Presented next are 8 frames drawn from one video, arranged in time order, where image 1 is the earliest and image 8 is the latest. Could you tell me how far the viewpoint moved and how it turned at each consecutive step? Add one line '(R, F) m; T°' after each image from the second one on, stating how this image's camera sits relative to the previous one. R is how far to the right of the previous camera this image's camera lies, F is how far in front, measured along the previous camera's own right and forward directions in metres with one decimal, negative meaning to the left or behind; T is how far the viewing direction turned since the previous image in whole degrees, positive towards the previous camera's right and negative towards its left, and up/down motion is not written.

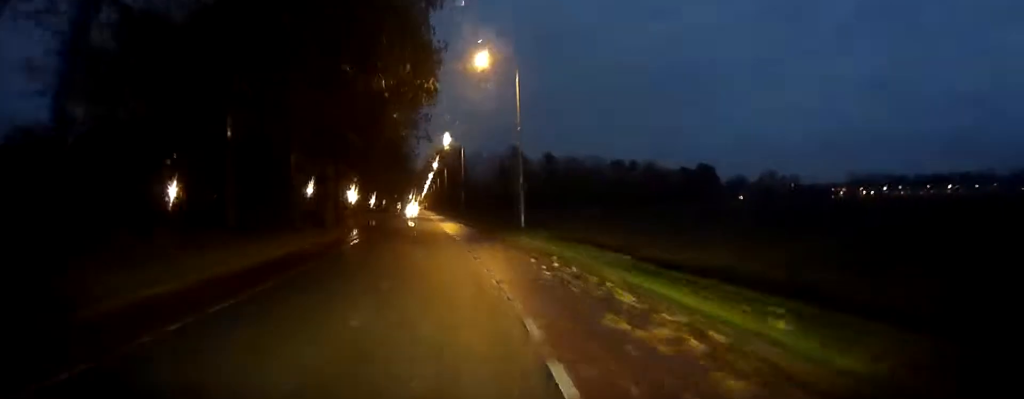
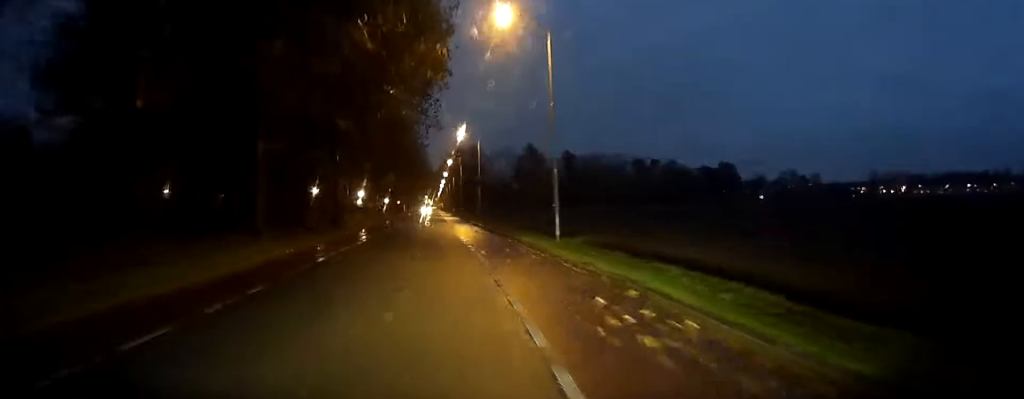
(-0.1, +6.3) m; -2°
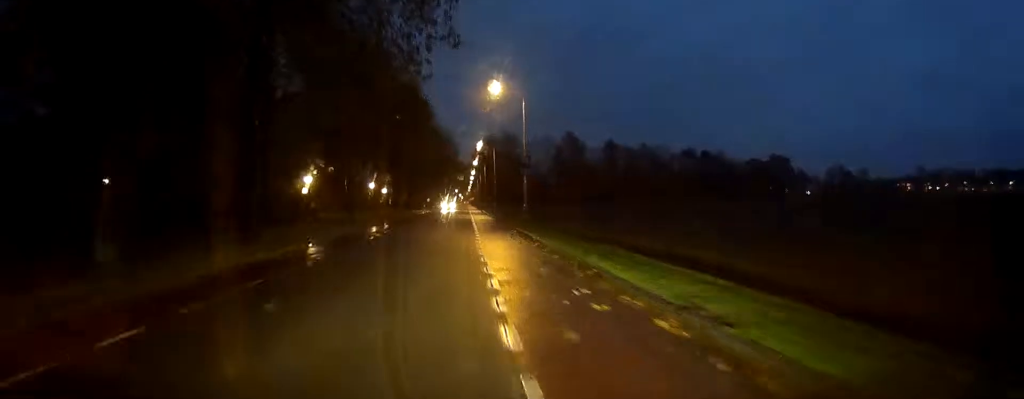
(-0.7, +20.6) m; -2°
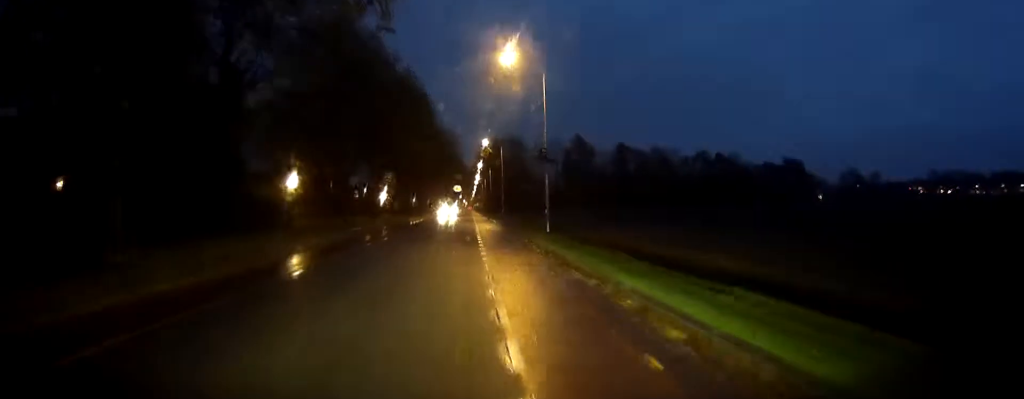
(0.0, +8.7) m; 0°
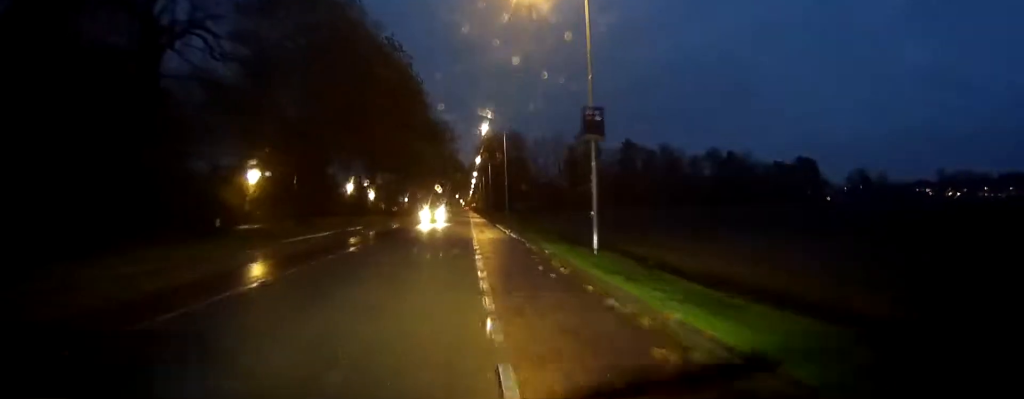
(+0.1, +11.1) m; +1°
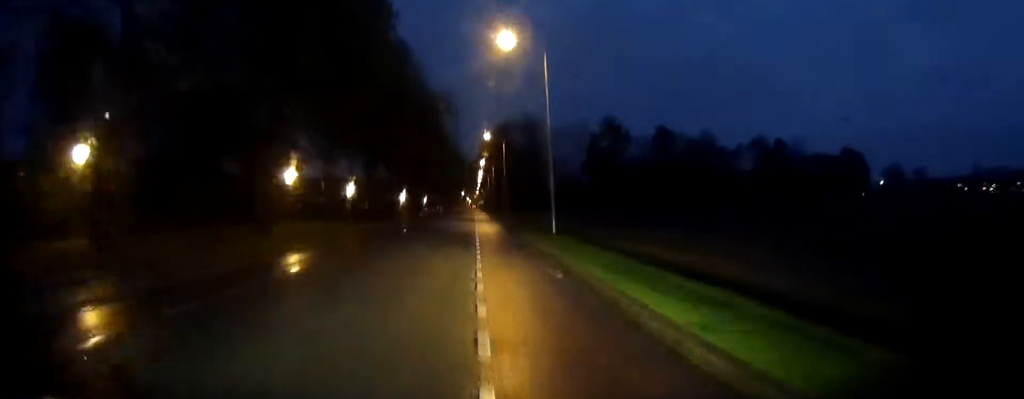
(+0.5, +27.8) m; +1°
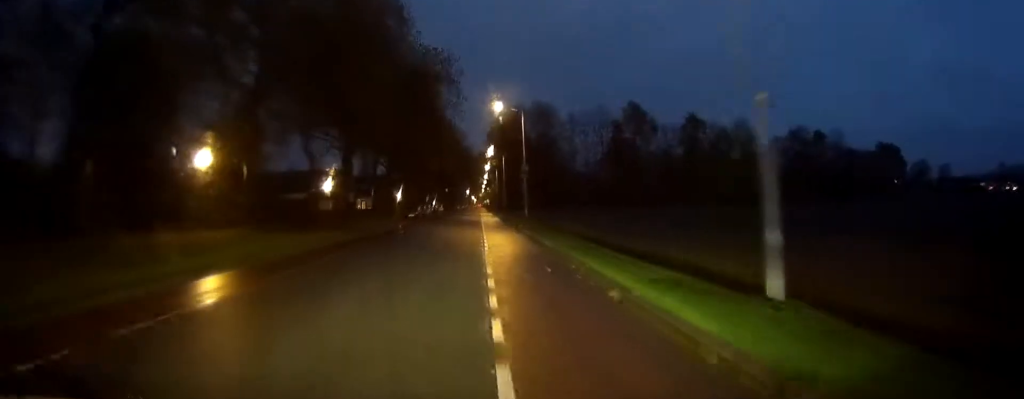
(-0.2, +17.9) m; -1°
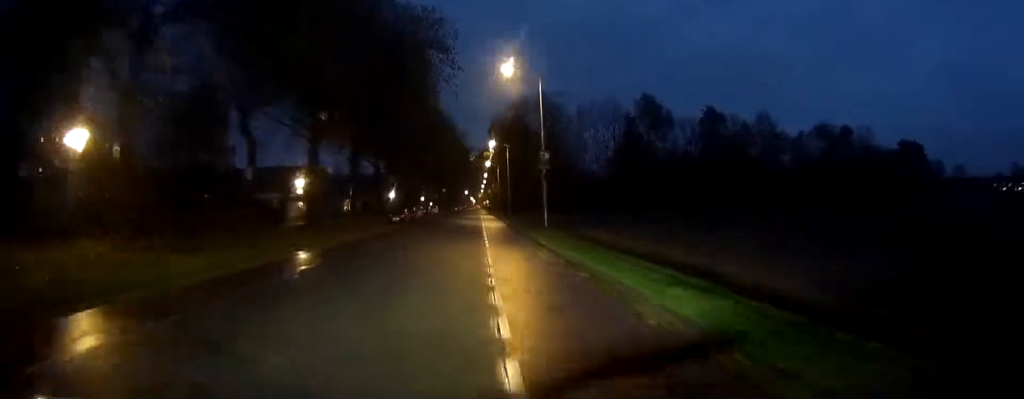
(0.0, +12.1) m; 0°
